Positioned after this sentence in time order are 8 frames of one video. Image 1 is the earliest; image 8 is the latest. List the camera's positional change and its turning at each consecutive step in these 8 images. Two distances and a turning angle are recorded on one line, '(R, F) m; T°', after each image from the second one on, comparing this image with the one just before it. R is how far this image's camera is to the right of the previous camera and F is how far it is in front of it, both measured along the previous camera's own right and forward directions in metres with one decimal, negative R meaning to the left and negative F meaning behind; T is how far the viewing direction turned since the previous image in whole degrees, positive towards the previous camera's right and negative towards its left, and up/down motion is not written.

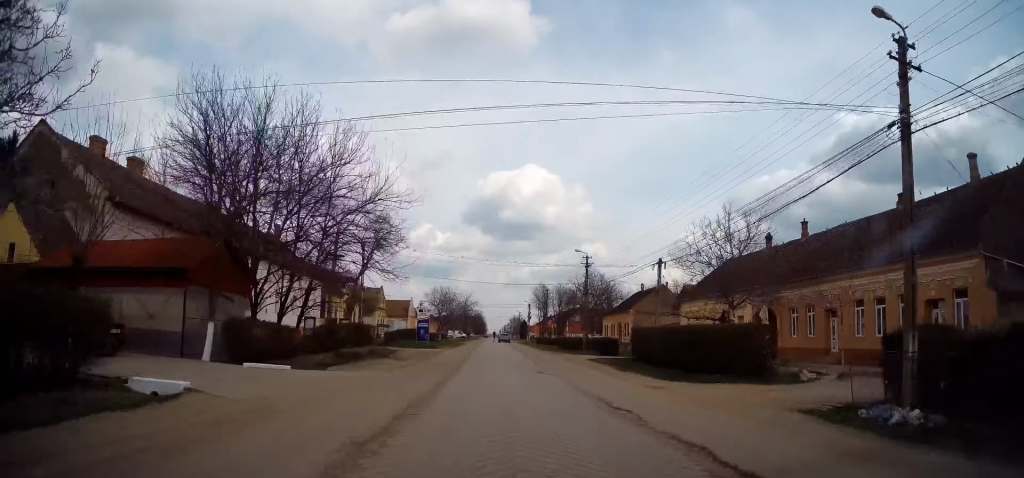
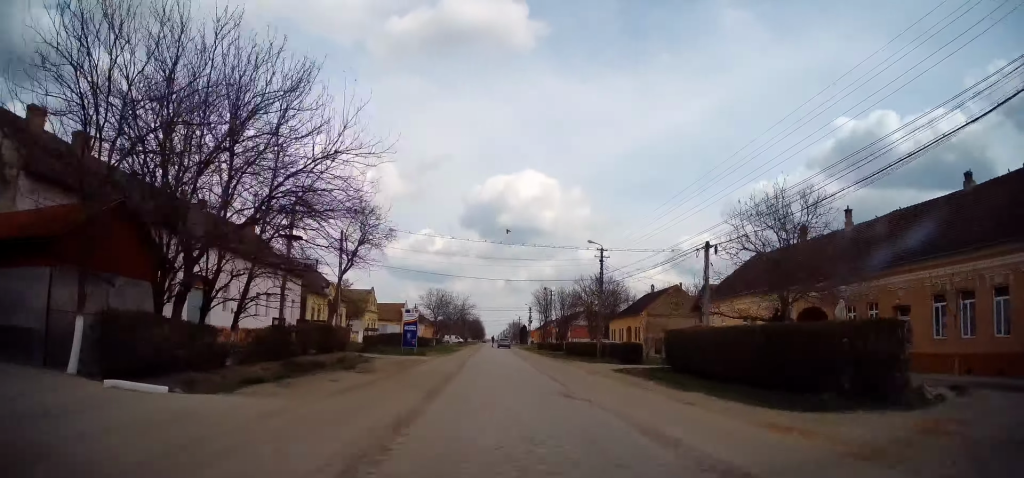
(-0.3, +6.4) m; 0°
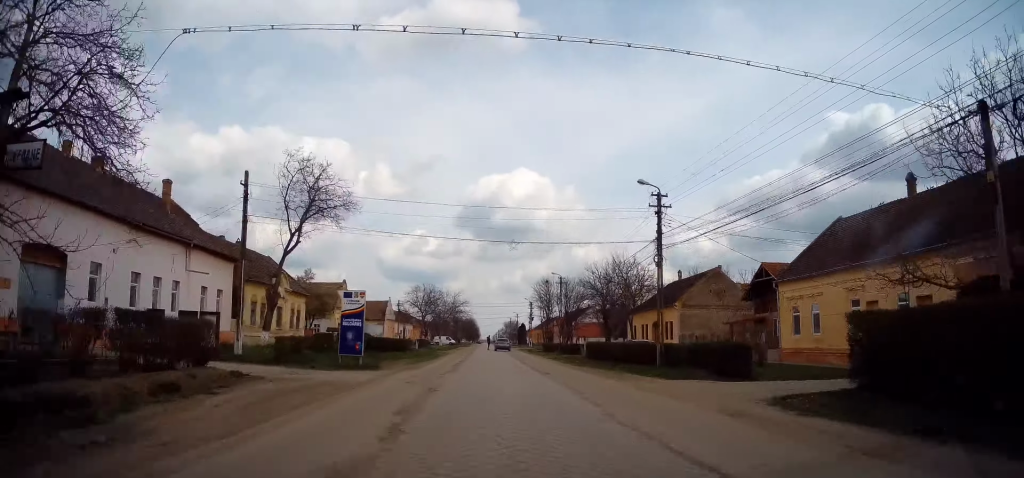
(+0.7, +14.6) m; +3°
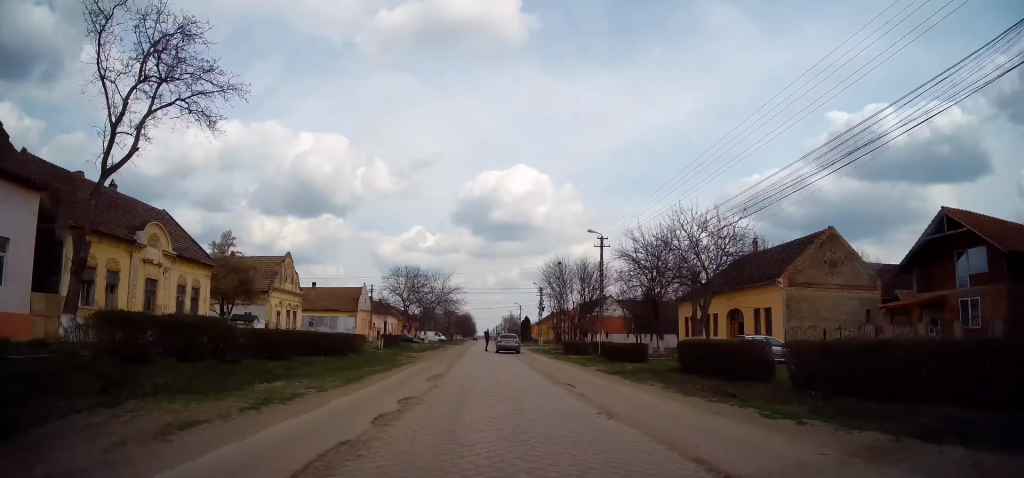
(0.0, +21.2) m; 0°
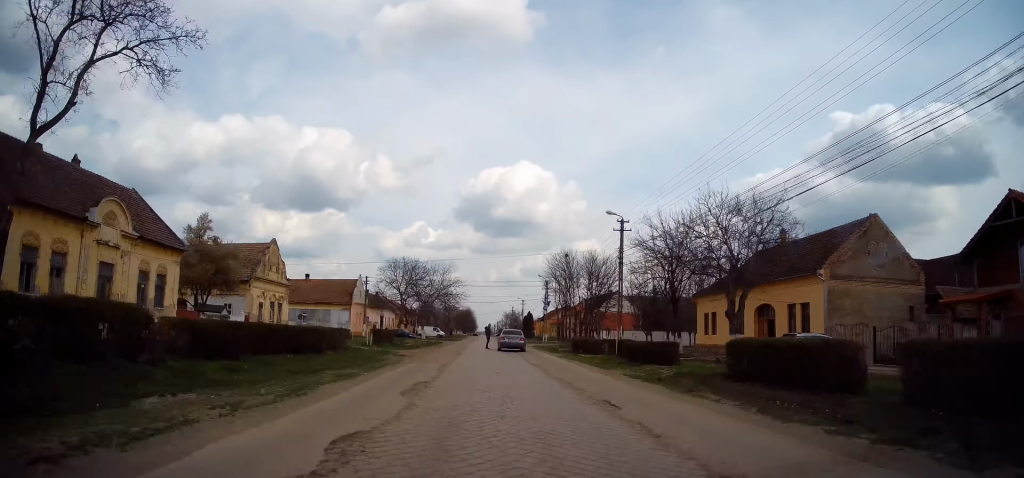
(0.0, +4.7) m; 0°
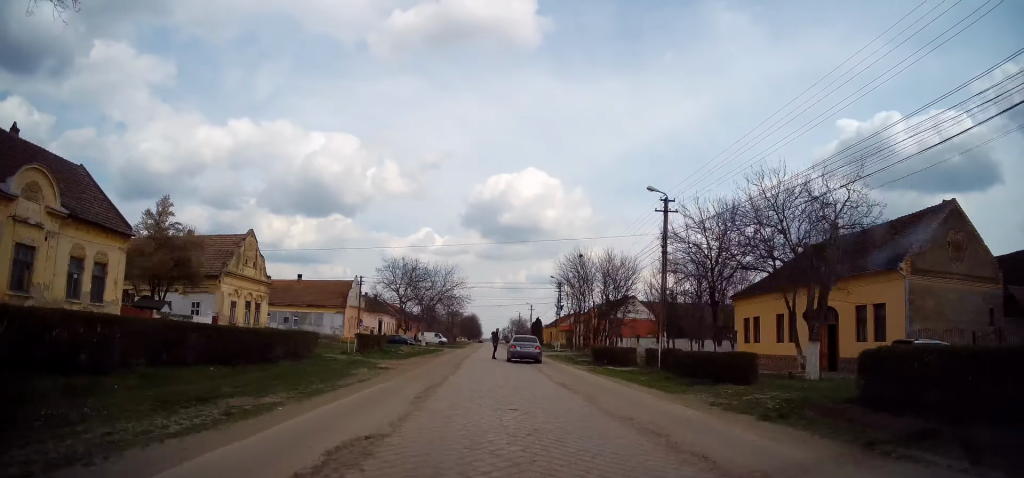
(0.0, +7.0) m; -1°
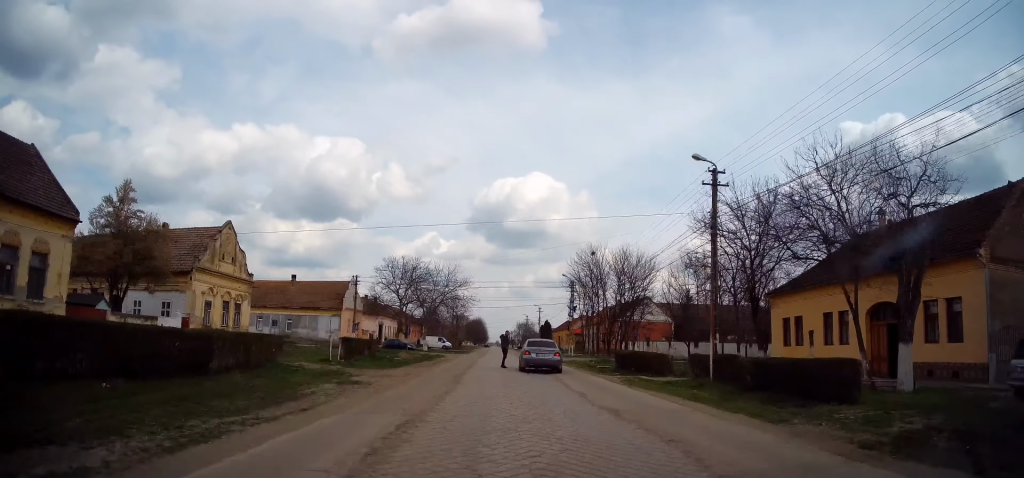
(0.0, +5.5) m; 0°
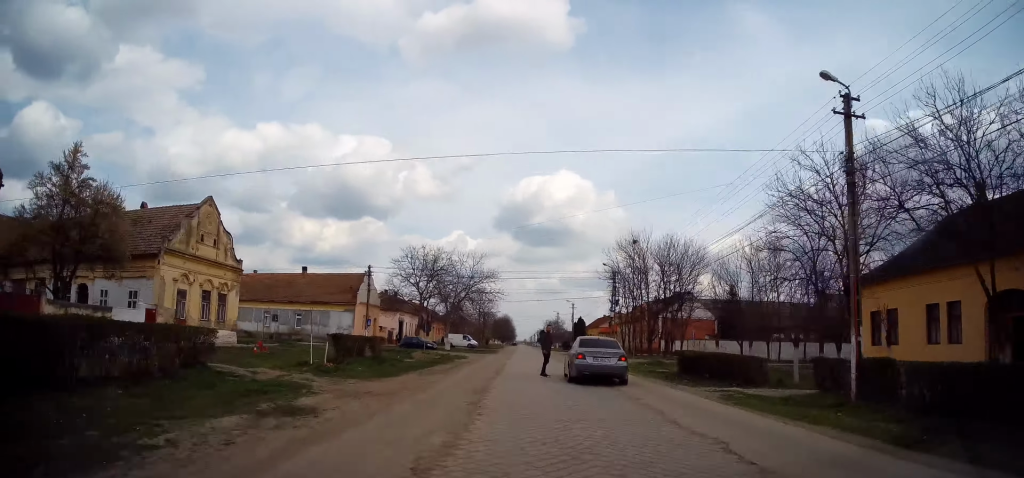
(0.0, +7.6) m; 0°
